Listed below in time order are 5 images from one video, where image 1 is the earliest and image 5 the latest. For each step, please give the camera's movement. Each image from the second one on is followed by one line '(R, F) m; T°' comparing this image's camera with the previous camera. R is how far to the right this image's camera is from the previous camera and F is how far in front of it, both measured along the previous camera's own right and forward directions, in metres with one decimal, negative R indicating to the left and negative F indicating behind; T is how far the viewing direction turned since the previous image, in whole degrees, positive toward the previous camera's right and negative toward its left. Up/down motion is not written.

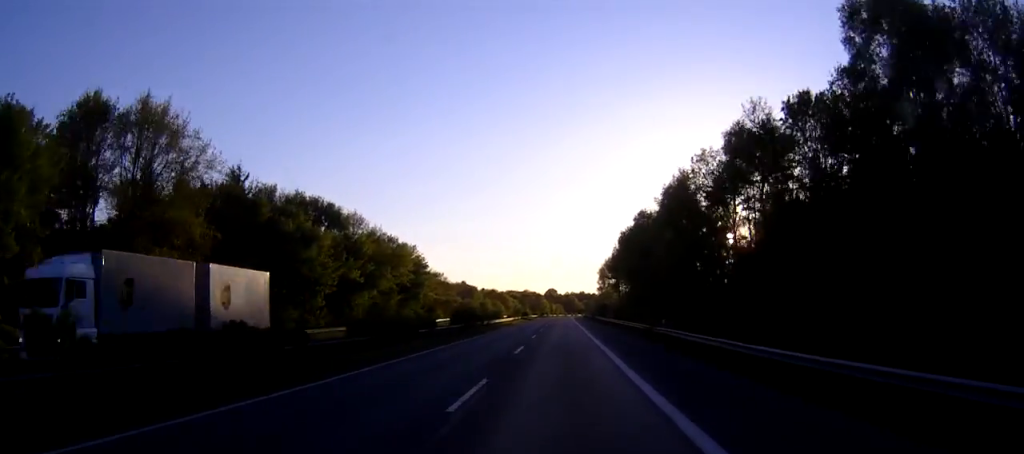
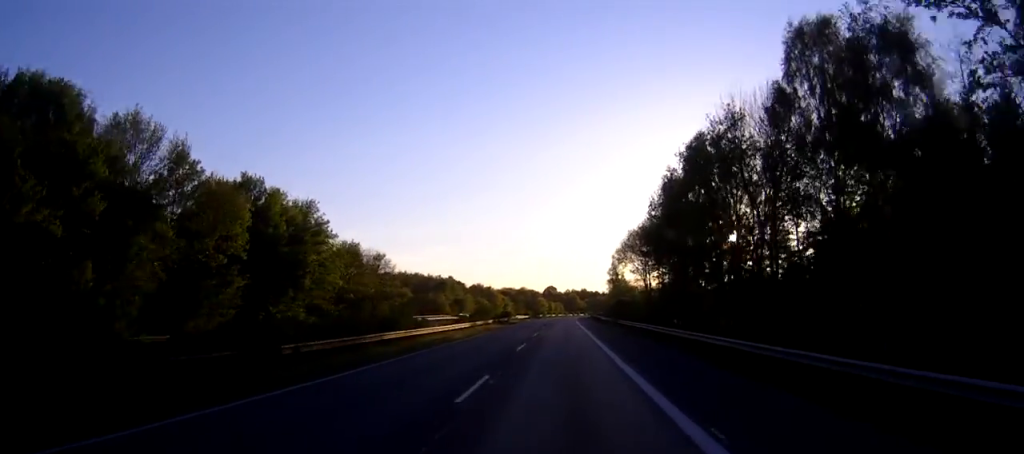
(+0.1, +51.9) m; 0°
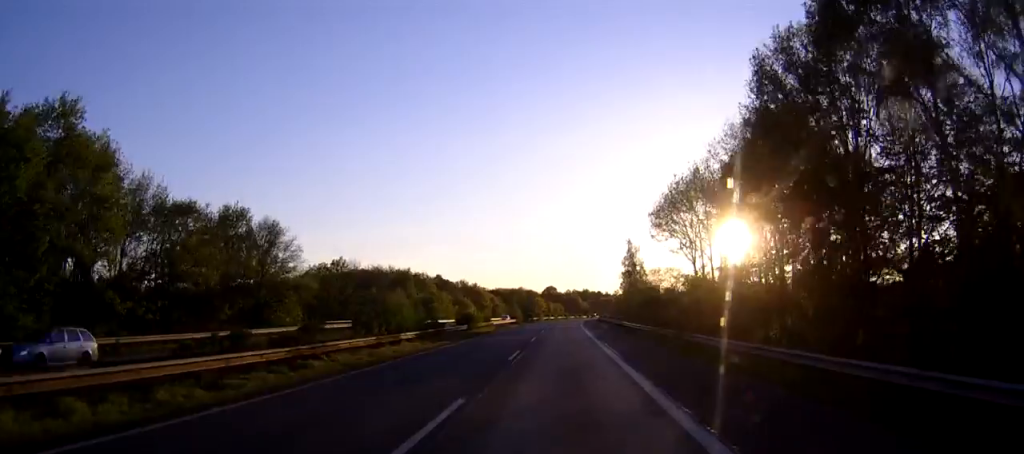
(0.0, +40.9) m; 0°
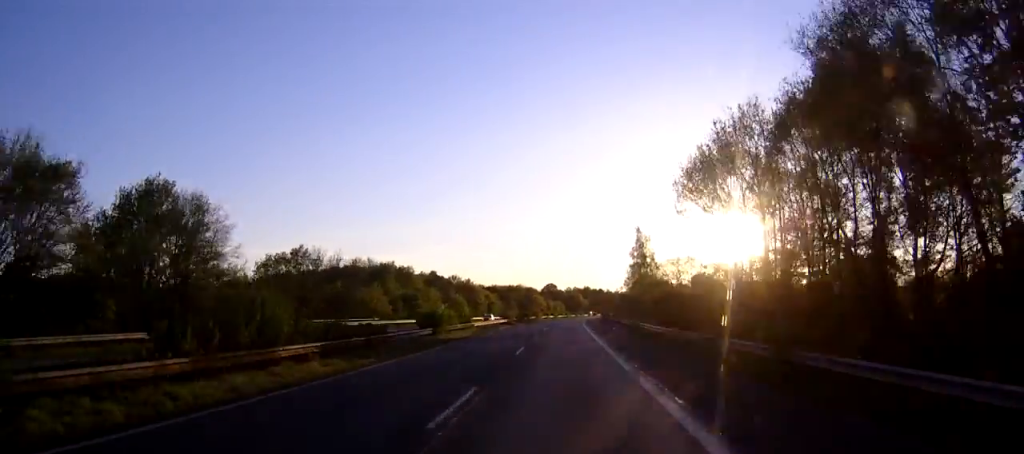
(0.0, +15.5) m; 0°
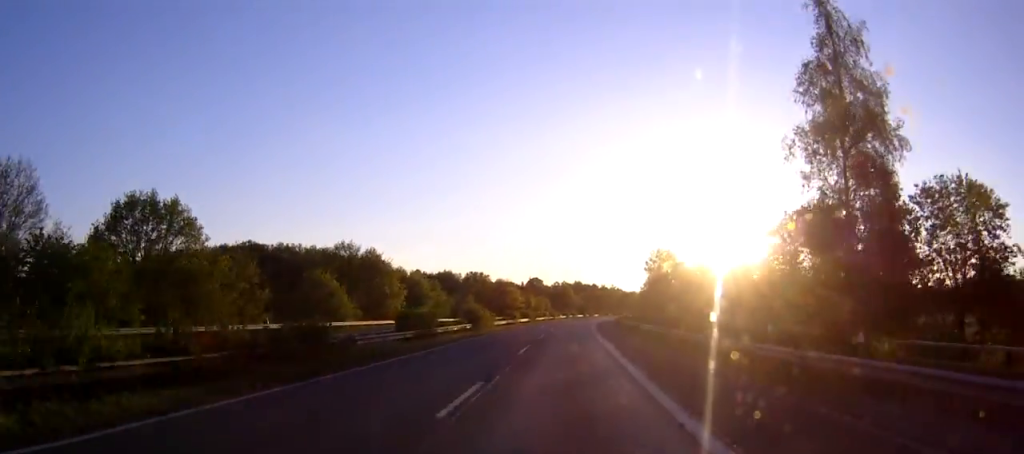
(+0.7, +87.6) m; +1°
